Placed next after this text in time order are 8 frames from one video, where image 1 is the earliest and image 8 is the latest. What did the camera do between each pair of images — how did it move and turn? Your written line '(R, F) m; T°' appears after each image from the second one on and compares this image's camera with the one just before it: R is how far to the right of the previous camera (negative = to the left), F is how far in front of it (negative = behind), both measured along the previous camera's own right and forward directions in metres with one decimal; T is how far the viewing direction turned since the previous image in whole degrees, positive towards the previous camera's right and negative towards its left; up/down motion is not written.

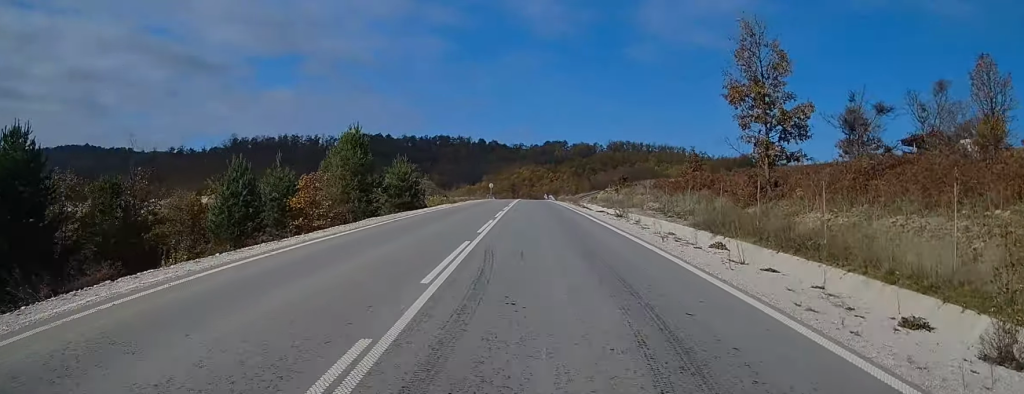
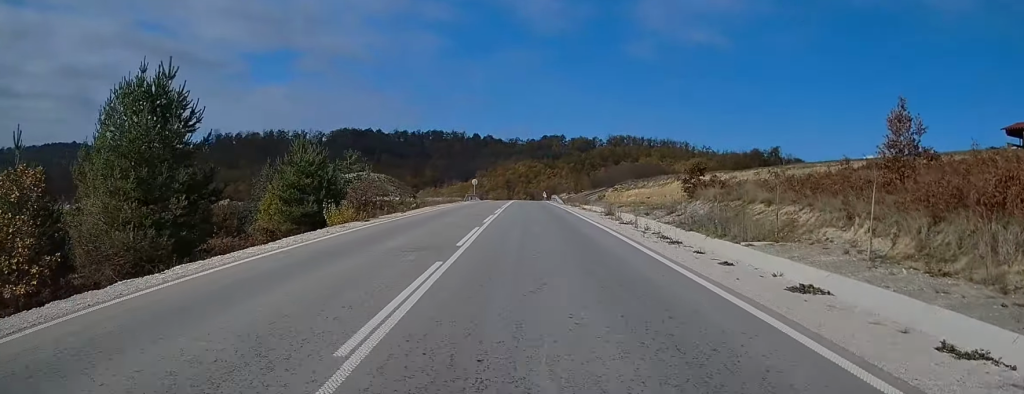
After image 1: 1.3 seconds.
(-0.1, +29.7) m; +1°
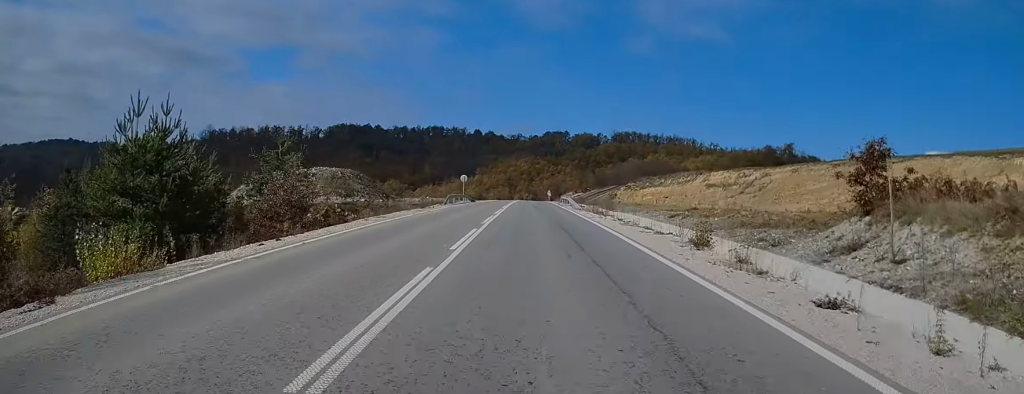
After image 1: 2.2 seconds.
(+0.3, +18.7) m; +1°
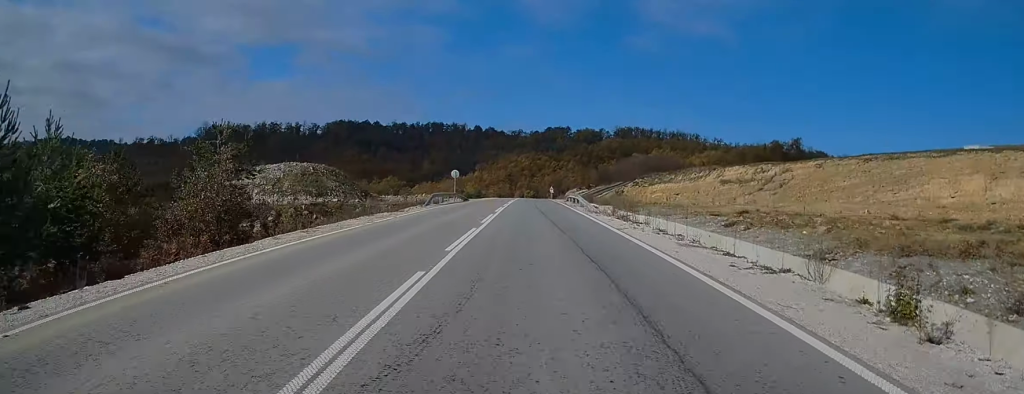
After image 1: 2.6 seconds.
(0.0, +9.2) m; 0°
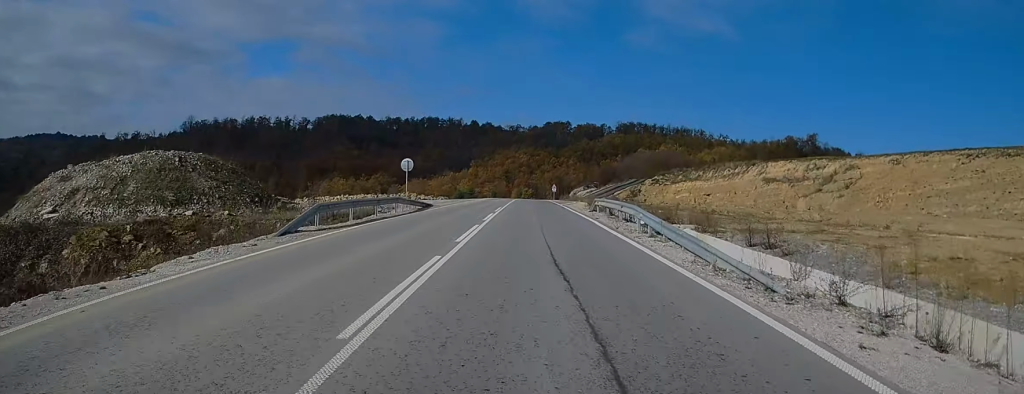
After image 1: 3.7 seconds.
(-0.3, +25.2) m; -1°
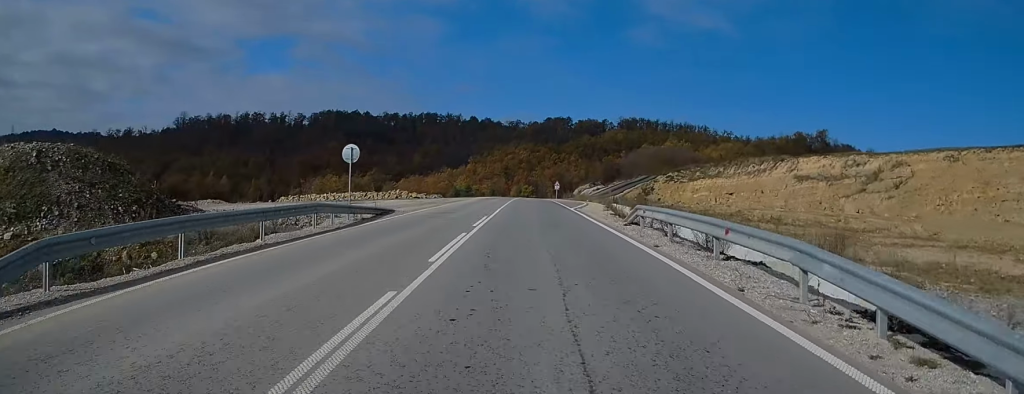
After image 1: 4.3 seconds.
(-0.1, +12.5) m; 0°
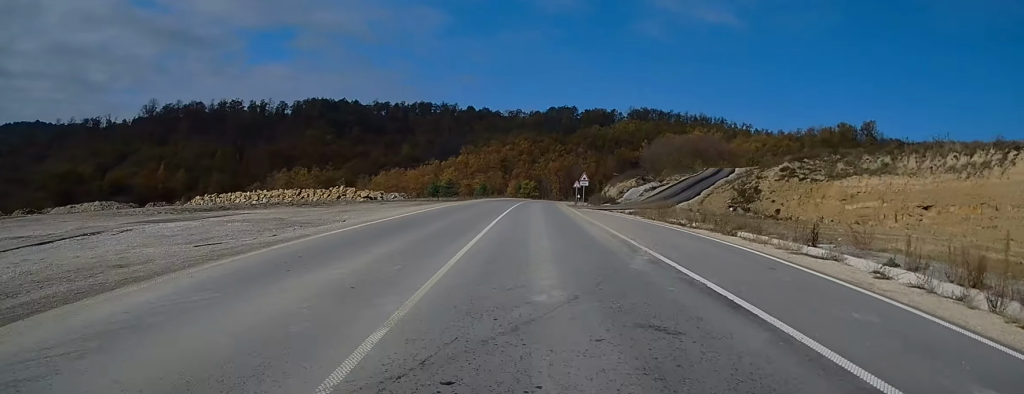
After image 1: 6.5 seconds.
(+0.7, +50.3) m; +1°
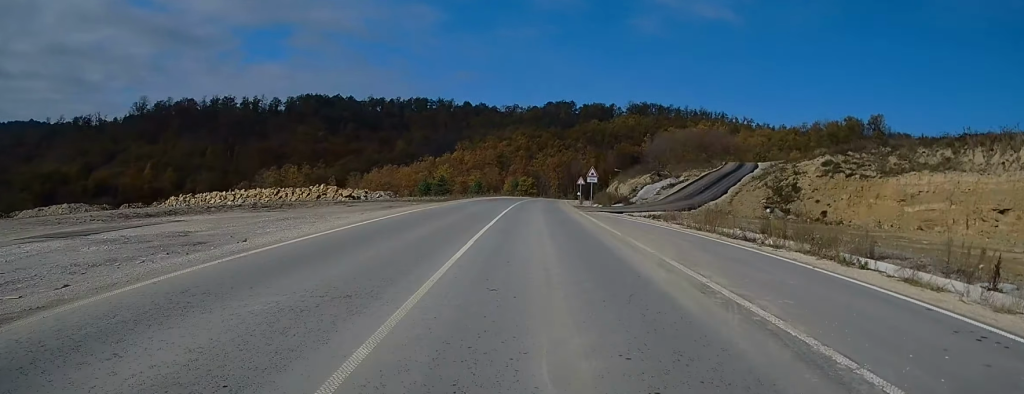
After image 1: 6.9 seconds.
(0.0, +9.8) m; 0°
